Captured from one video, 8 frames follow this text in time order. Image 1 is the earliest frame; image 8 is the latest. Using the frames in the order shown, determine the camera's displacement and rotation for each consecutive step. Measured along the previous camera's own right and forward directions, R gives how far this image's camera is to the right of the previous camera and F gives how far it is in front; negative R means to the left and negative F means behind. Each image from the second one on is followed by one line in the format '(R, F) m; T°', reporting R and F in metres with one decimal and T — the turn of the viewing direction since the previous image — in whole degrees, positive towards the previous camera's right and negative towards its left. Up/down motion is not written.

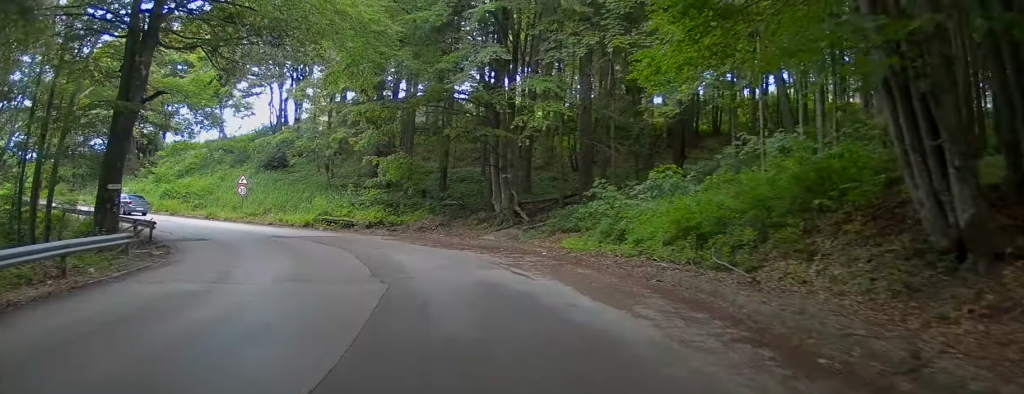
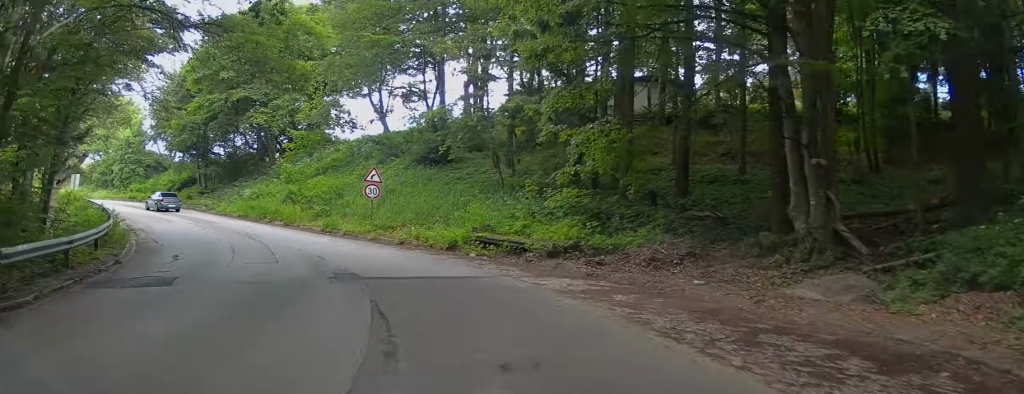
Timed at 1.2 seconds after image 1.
(-2.2, +14.4) m; -17°
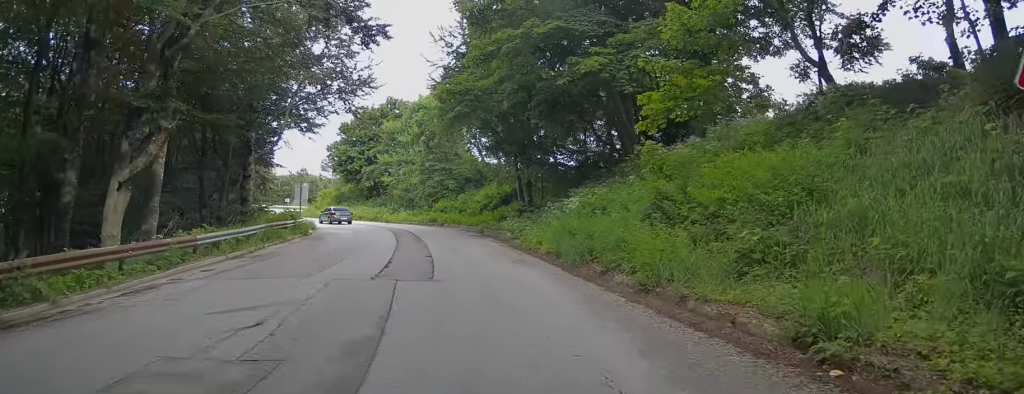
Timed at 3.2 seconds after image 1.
(-7.5, +22.3) m; -29°
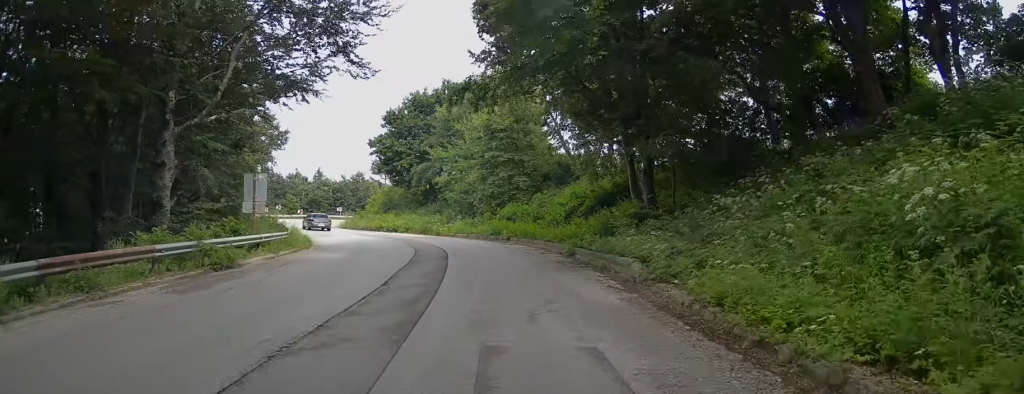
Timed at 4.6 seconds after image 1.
(-0.5, +16.3) m; -4°
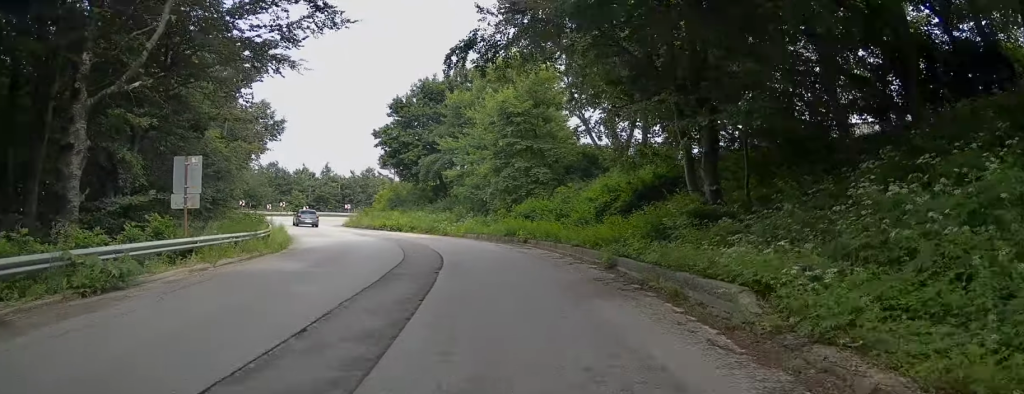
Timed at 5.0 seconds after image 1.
(-0.4, +5.9) m; -1°
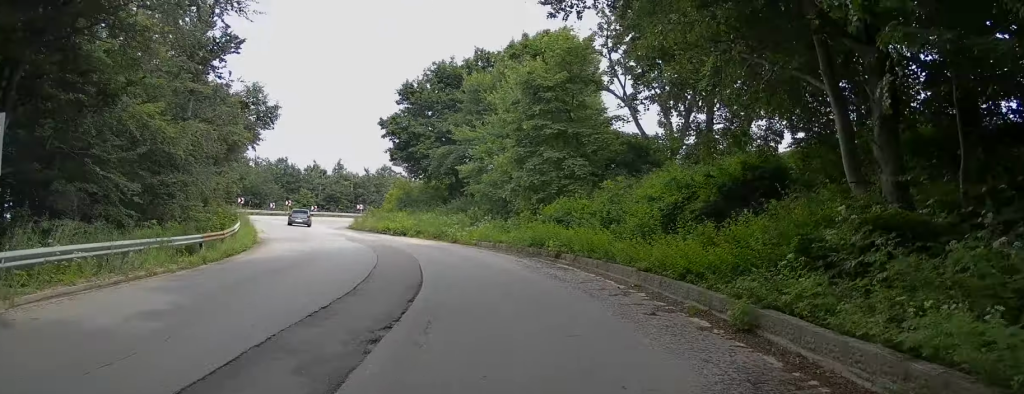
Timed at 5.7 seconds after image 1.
(+0.2, +8.1) m; -1°
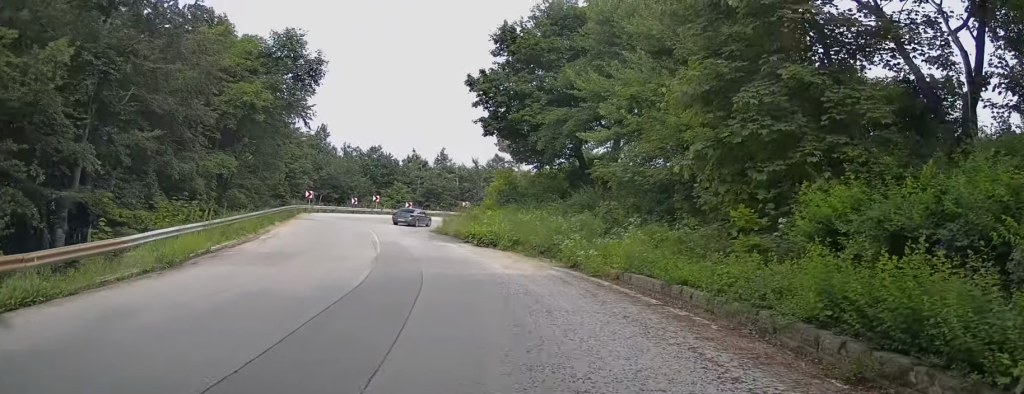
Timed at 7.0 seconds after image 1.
(-0.6, +16.2) m; -8°
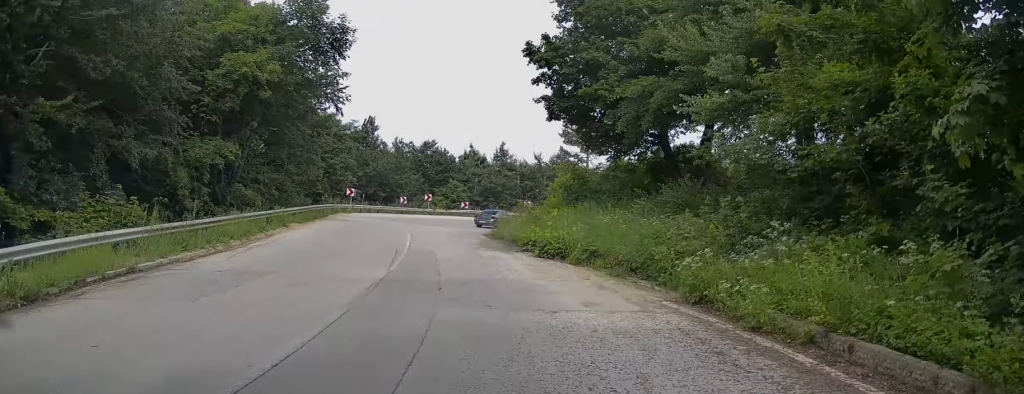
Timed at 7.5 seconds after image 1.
(-0.4, +6.9) m; -5°
